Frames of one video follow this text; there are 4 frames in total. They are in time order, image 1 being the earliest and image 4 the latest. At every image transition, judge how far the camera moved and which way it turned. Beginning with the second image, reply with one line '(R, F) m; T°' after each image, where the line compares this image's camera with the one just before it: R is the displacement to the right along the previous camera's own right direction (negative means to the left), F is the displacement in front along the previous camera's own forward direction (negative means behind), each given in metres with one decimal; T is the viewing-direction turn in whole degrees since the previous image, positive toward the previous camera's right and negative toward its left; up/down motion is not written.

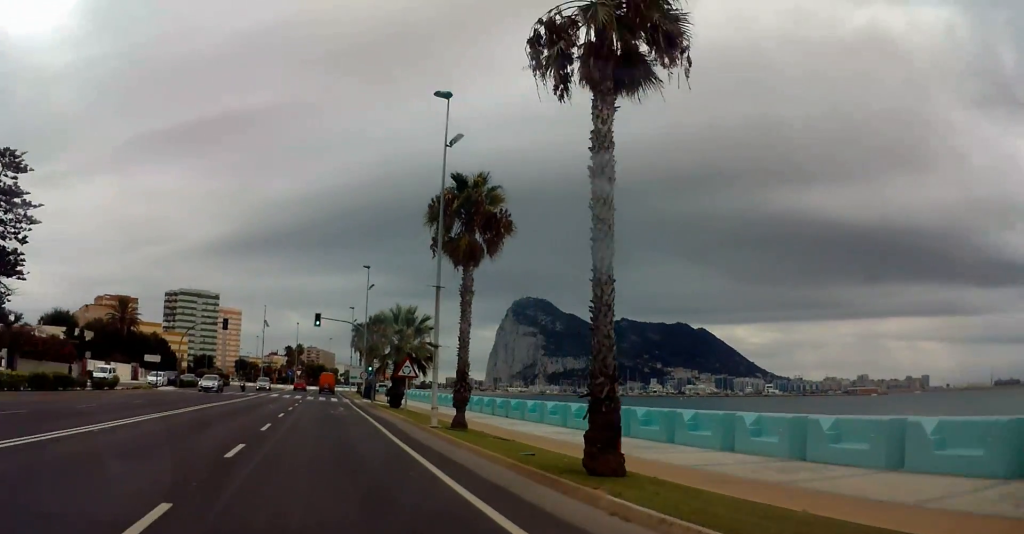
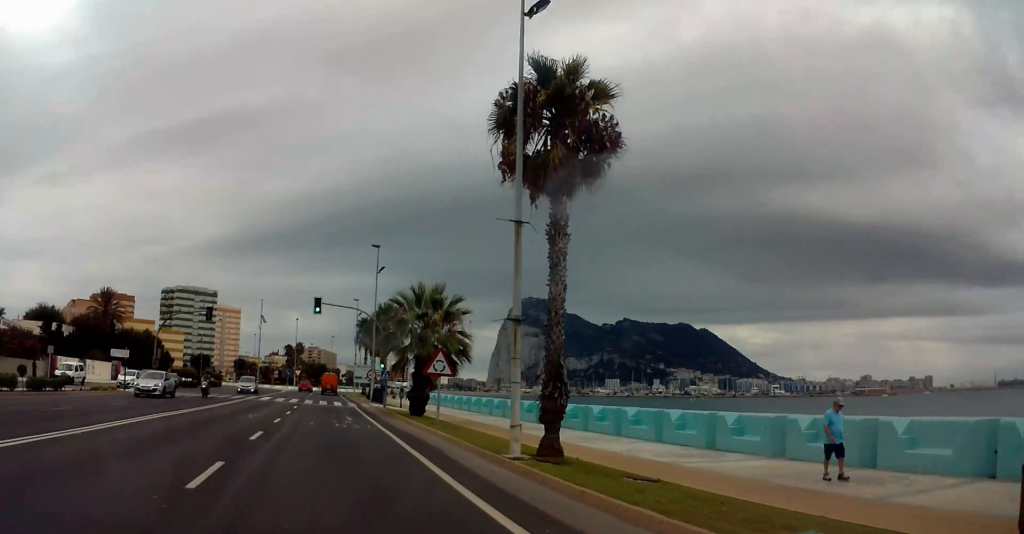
(0.0, +10.4) m; 0°
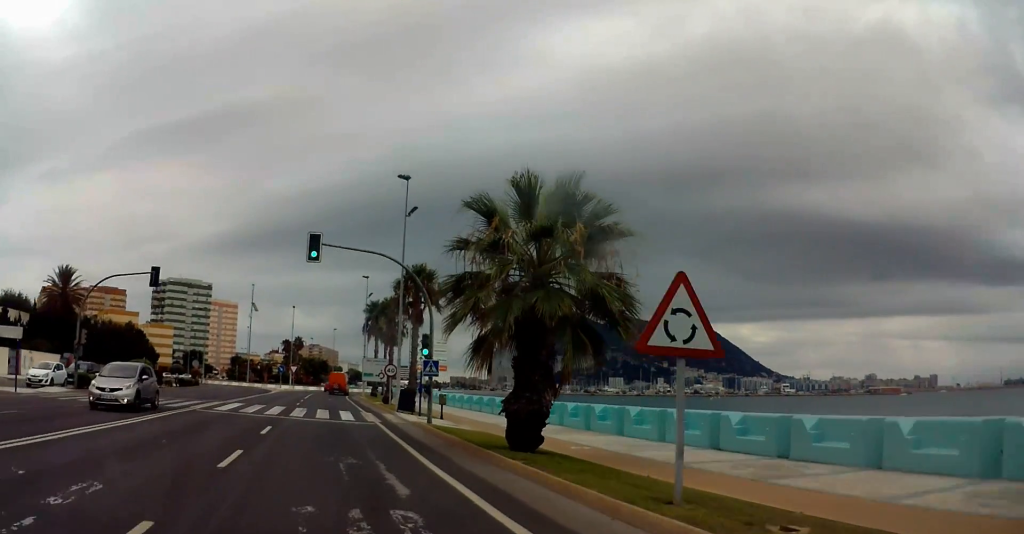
(0.0, +17.6) m; 0°
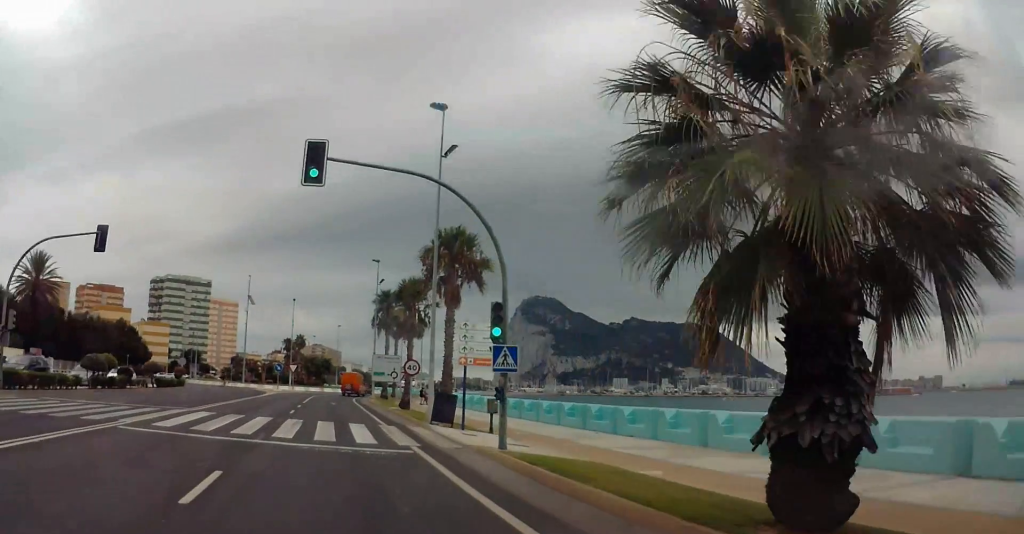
(0.0, +10.6) m; 0°
